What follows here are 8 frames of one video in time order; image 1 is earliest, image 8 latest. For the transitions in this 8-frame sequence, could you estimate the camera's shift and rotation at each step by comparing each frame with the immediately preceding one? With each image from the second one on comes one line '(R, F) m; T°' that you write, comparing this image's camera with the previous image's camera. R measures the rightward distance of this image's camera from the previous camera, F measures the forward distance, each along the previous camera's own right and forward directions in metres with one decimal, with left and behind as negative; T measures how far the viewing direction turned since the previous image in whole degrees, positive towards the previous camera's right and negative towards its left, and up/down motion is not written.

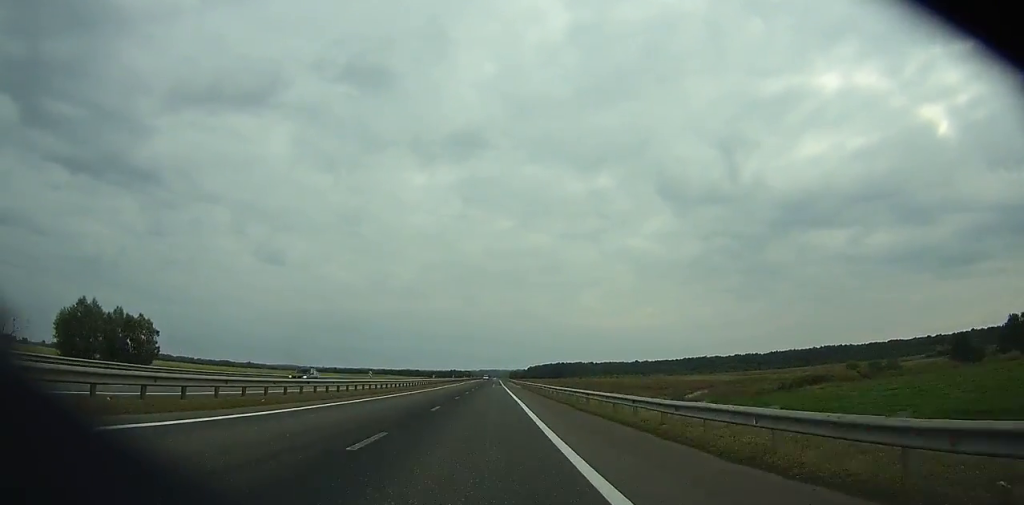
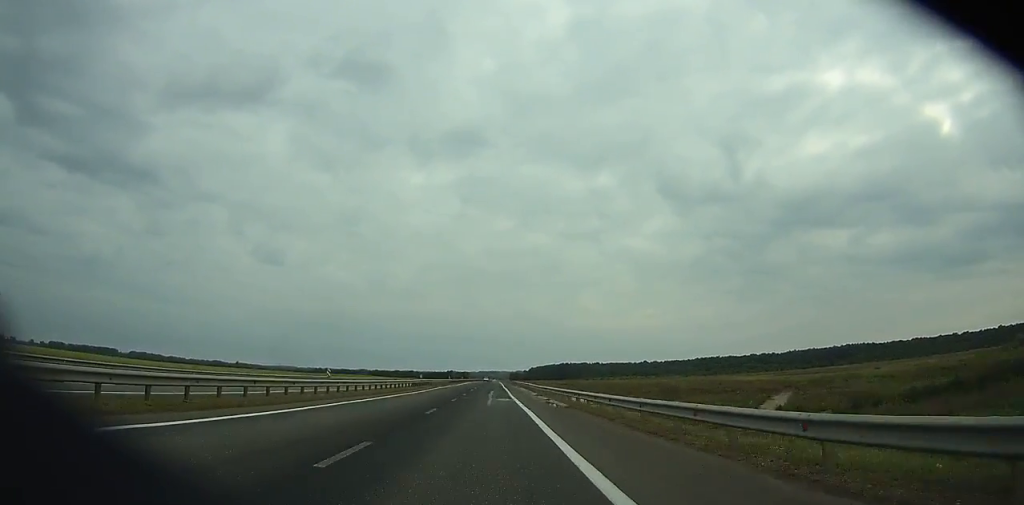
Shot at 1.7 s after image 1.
(-0.3, +48.5) m; 0°
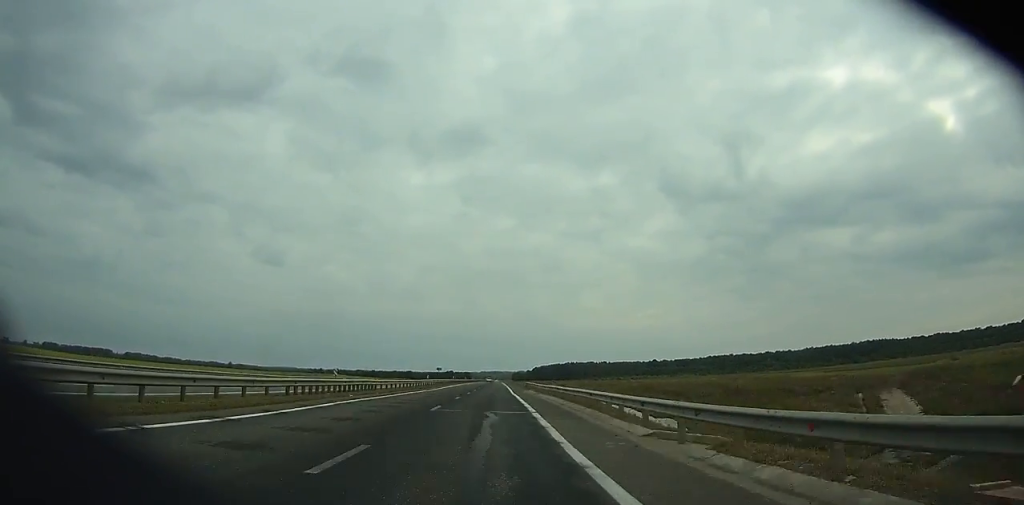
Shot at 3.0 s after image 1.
(-0.2, +37.1) m; 0°
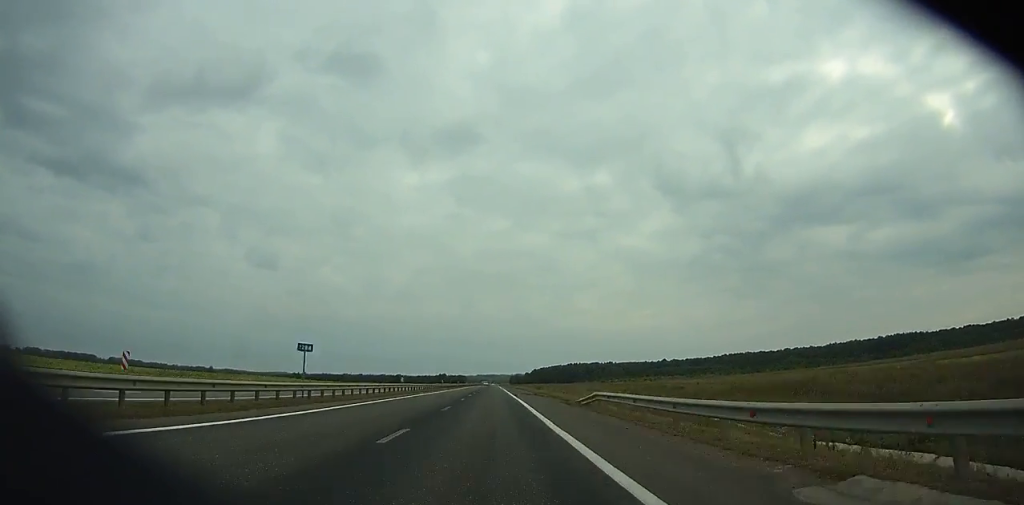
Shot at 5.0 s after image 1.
(+0.1, +57.3) m; 0°
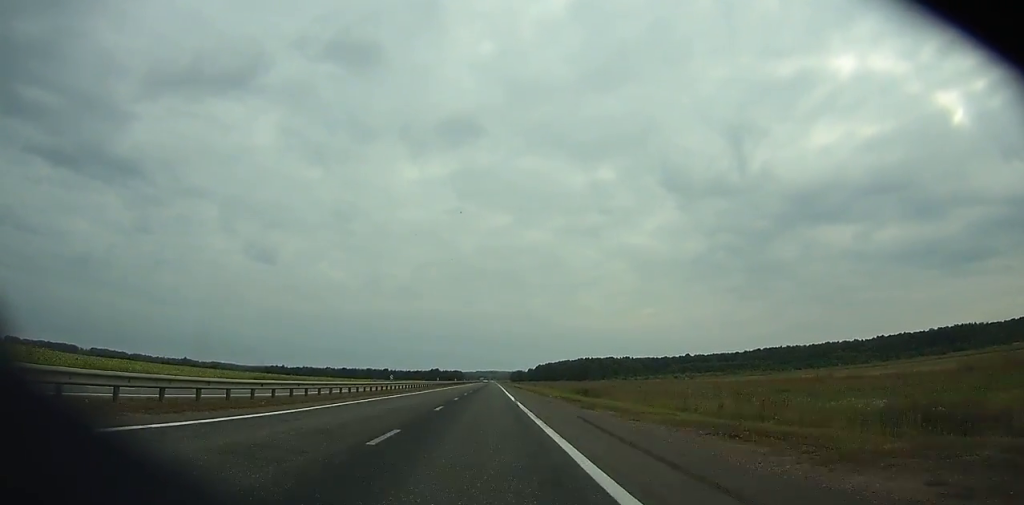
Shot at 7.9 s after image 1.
(+0.1, +83.5) m; 0°
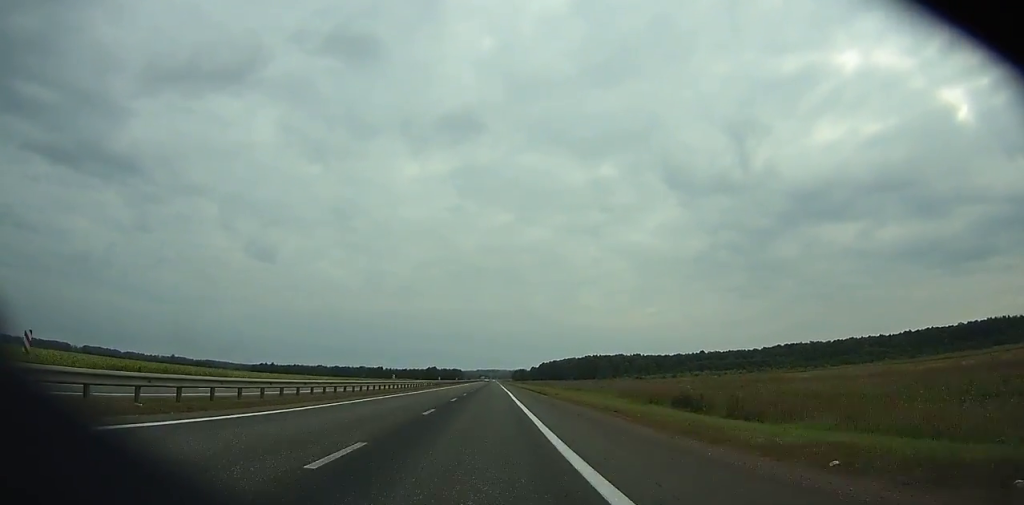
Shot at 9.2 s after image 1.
(0.0, +37.5) m; 0°
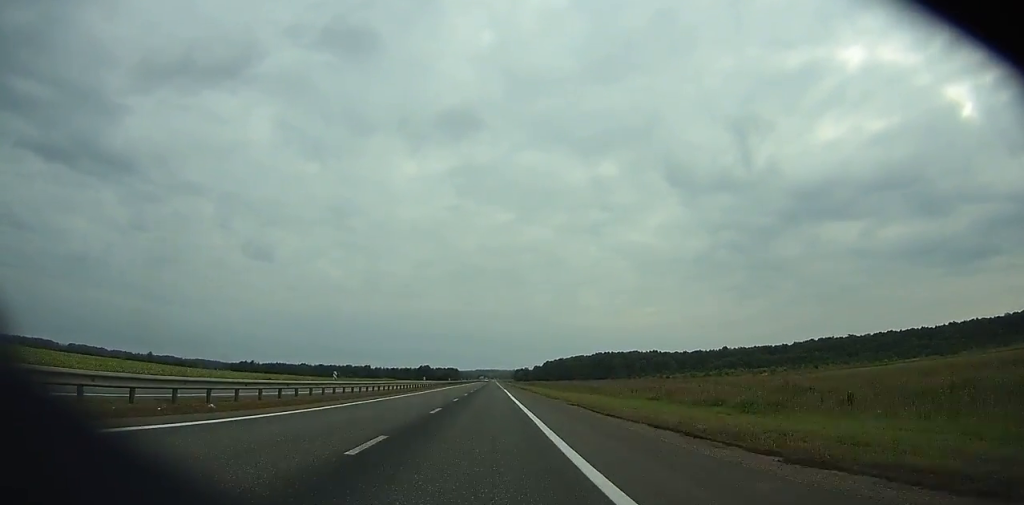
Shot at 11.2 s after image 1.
(0.0, +58.1) m; 0°
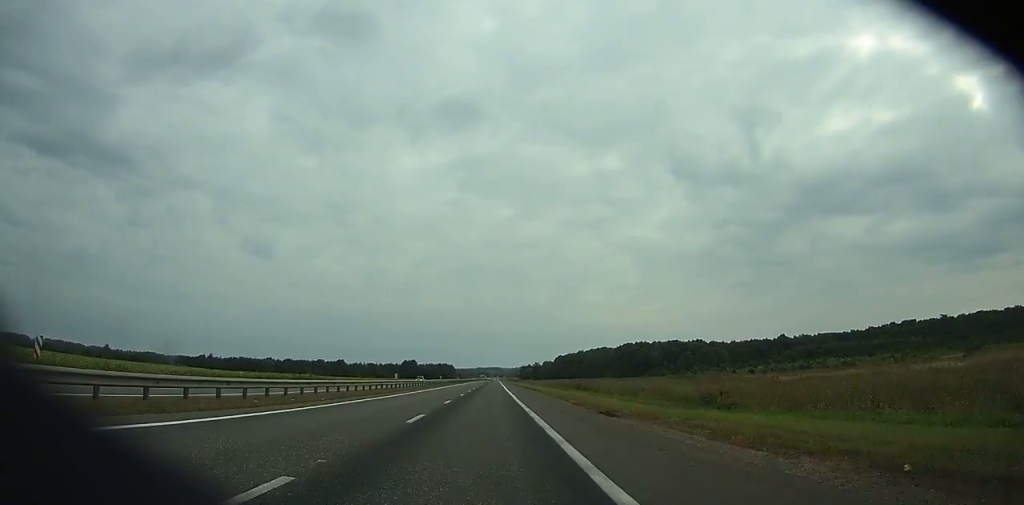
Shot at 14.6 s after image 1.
(0.0, +99.1) m; 0°
